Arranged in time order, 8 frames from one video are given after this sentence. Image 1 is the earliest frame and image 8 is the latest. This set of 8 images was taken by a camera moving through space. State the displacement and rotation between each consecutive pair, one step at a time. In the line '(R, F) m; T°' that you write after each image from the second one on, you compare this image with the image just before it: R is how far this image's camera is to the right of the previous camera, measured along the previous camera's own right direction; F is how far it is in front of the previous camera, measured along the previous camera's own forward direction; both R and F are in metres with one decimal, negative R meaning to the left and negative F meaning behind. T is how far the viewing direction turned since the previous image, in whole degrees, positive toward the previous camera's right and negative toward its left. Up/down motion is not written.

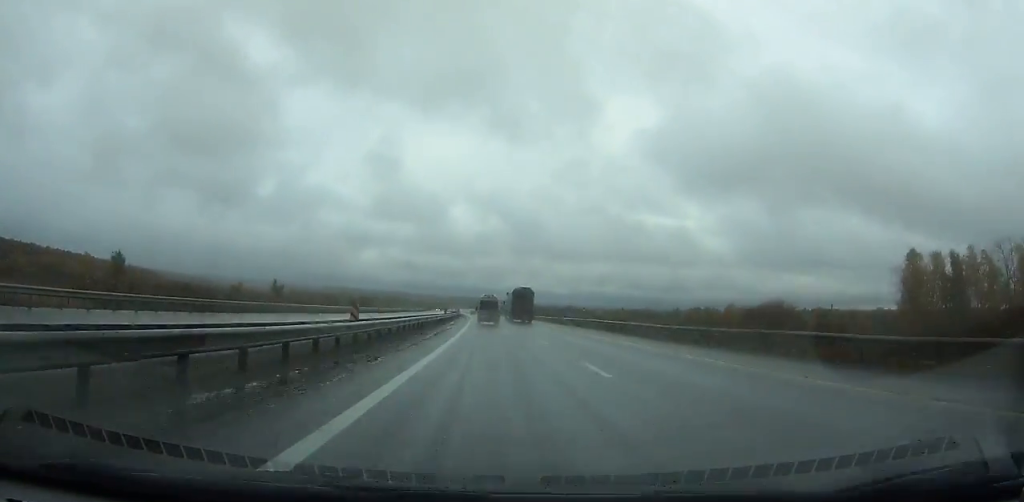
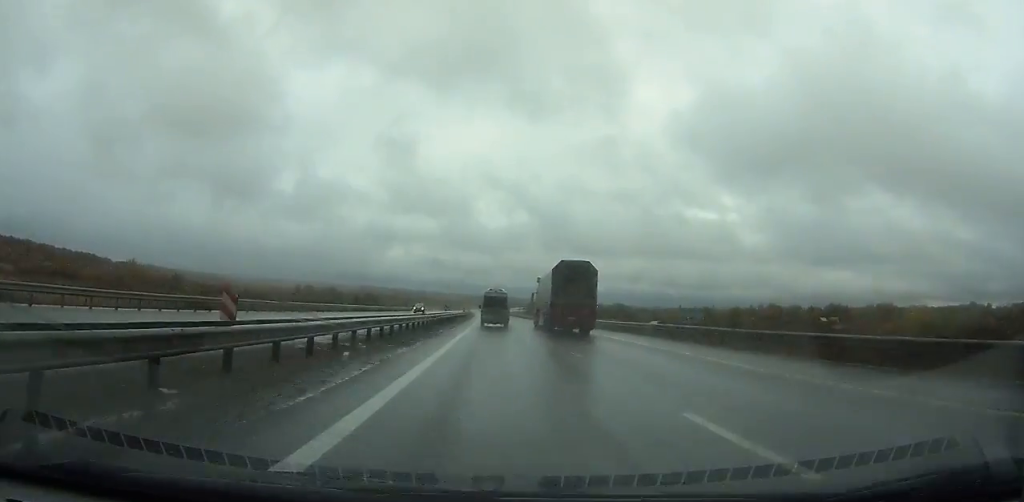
(-2.3, +129.8) m; -2°
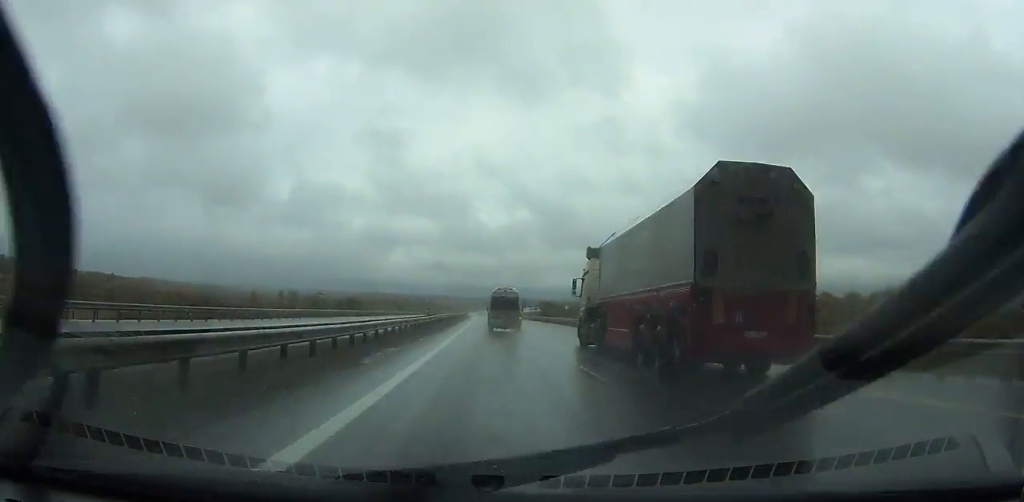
(-0.7, +92.6) m; -2°
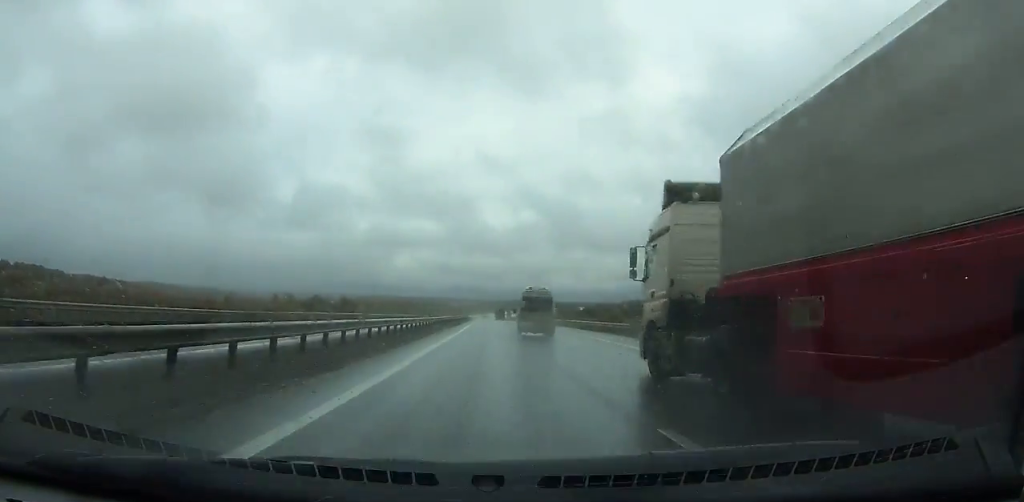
(-1.9, +43.4) m; -1°
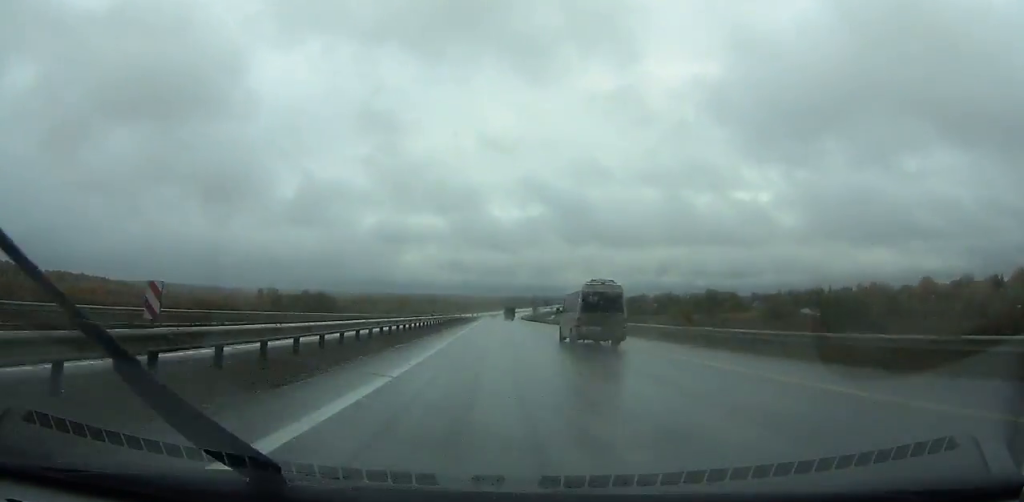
(-0.6, +71.7) m; 0°
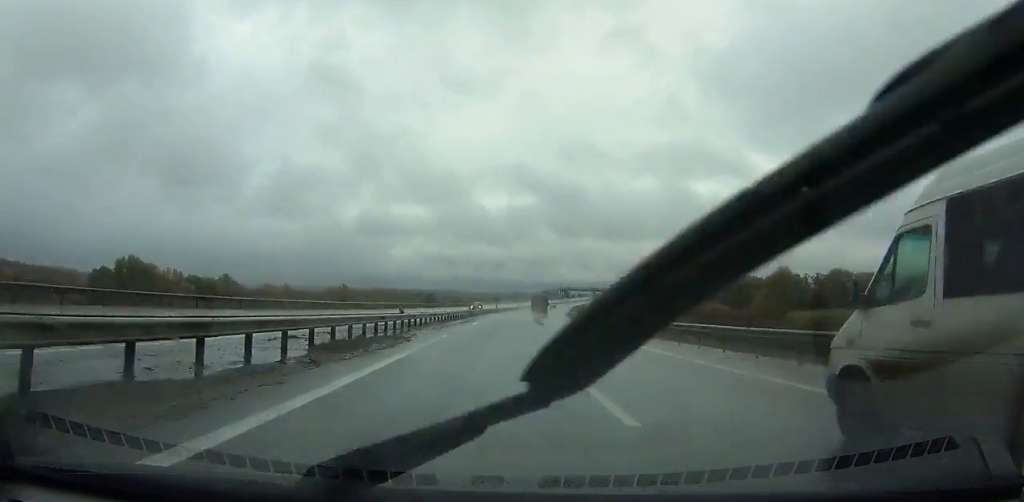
(+1.4, +167.4) m; +2°
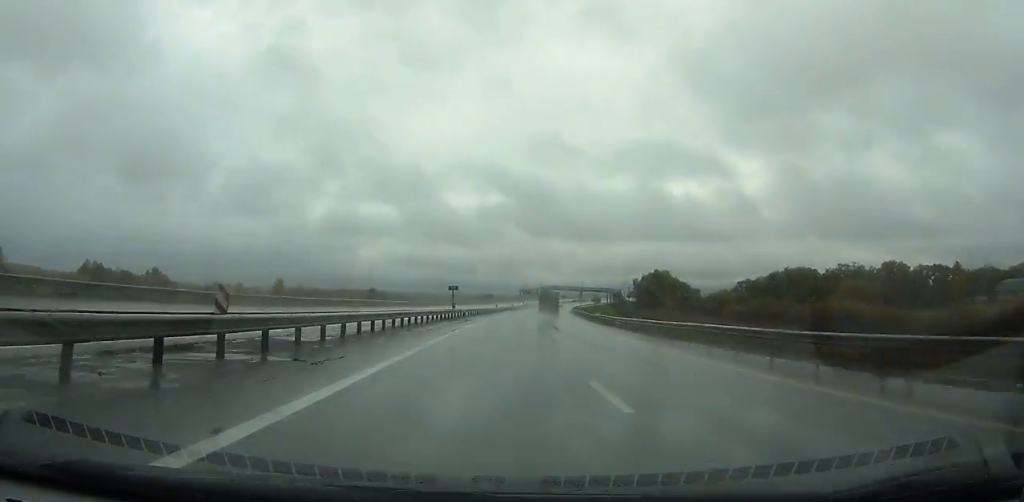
(-0.1, +57.0) m; +2°
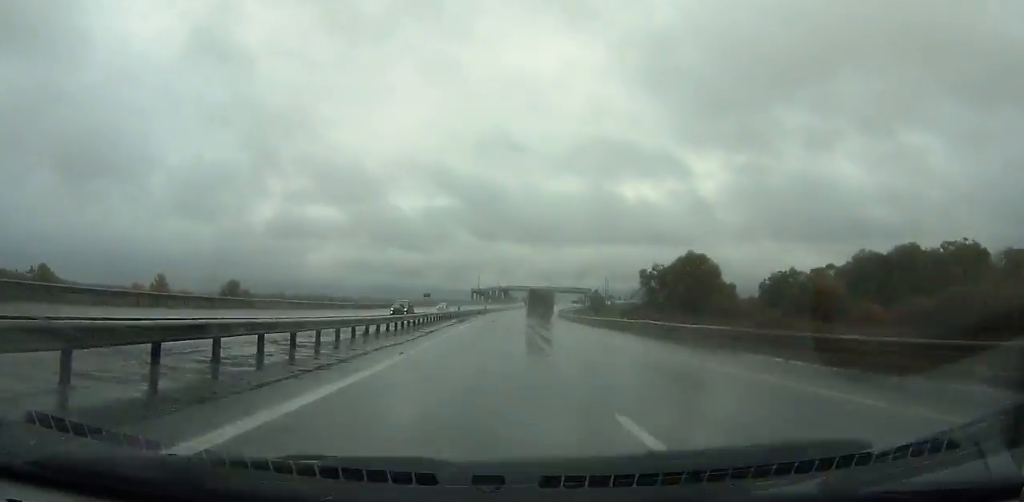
(+2.4, +62.4) m; +3°
